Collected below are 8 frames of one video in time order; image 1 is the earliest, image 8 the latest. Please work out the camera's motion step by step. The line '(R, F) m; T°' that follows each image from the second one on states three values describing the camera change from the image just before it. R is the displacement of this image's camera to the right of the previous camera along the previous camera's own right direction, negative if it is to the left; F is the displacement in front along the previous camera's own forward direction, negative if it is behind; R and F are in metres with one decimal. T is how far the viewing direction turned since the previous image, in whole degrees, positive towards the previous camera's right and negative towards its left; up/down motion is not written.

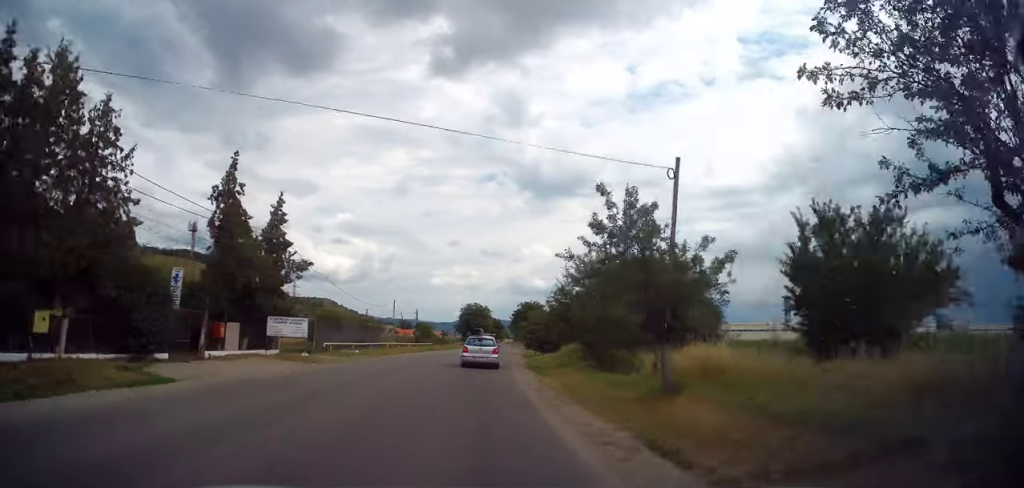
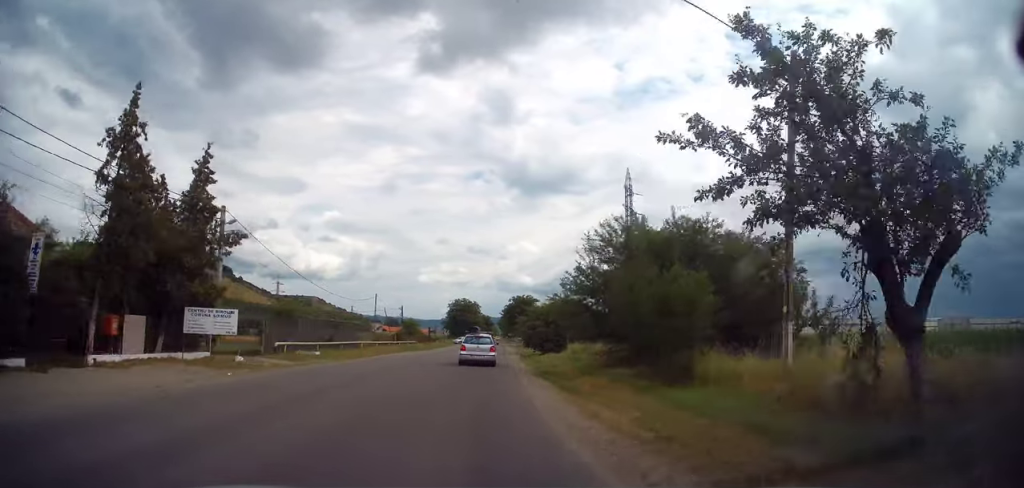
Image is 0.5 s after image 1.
(+0.3, +7.1) m; +1°
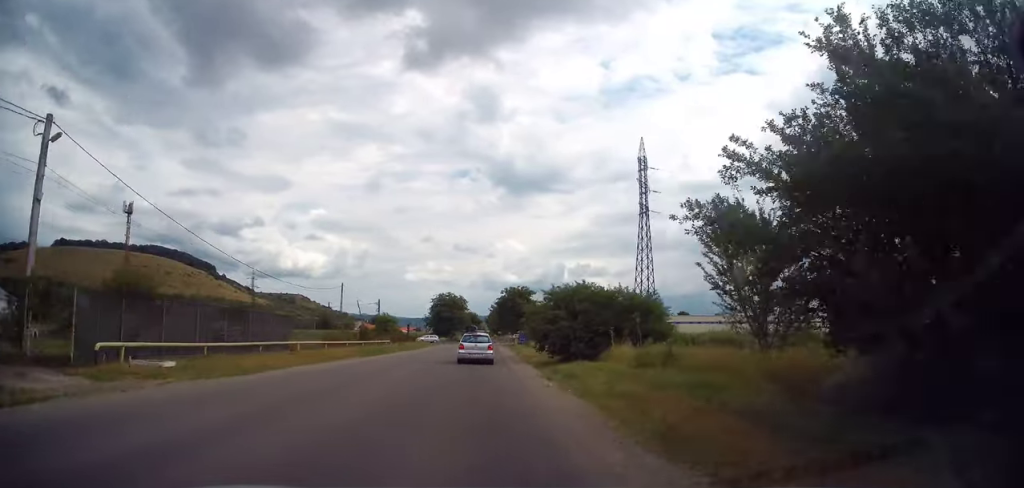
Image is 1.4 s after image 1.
(+0.3, +13.8) m; +1°
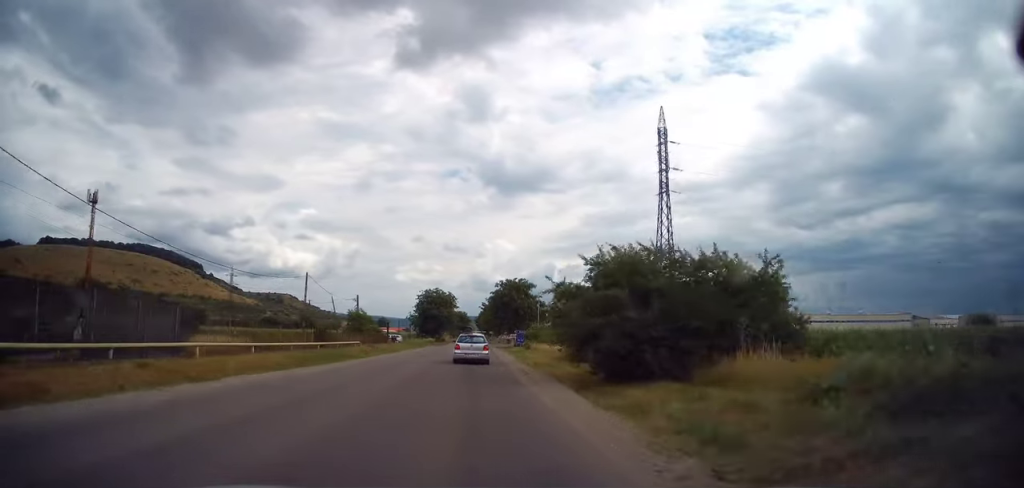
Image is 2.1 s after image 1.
(0.0, +11.3) m; 0°
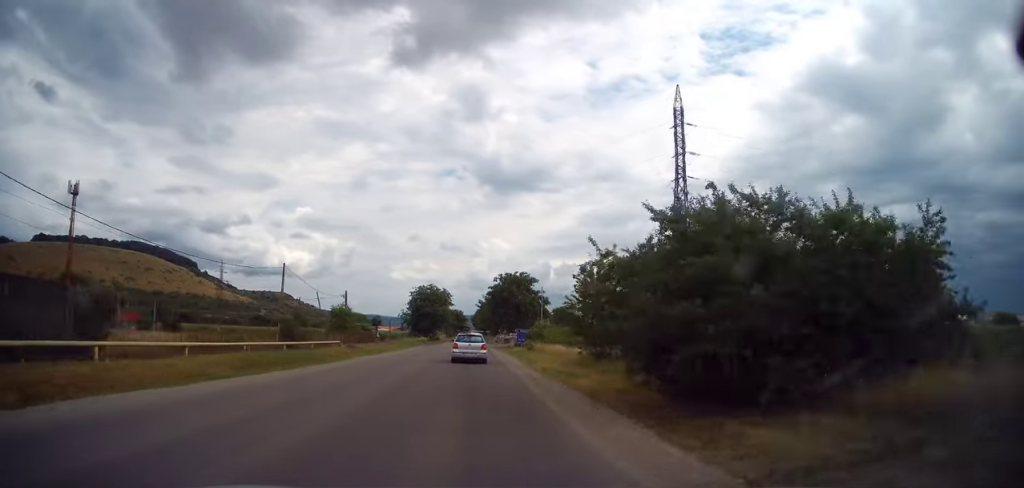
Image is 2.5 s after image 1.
(0.0, +6.1) m; 0°
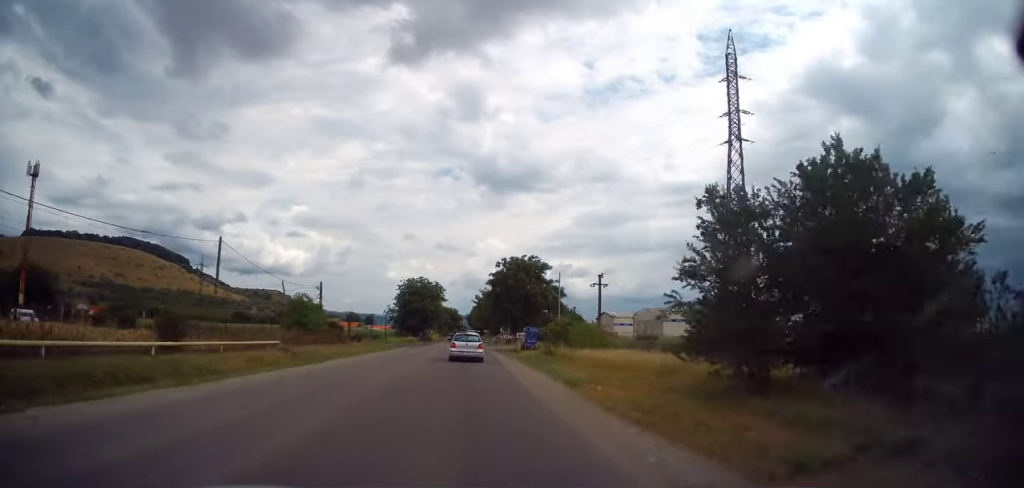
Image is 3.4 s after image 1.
(0.0, +13.0) m; +1°
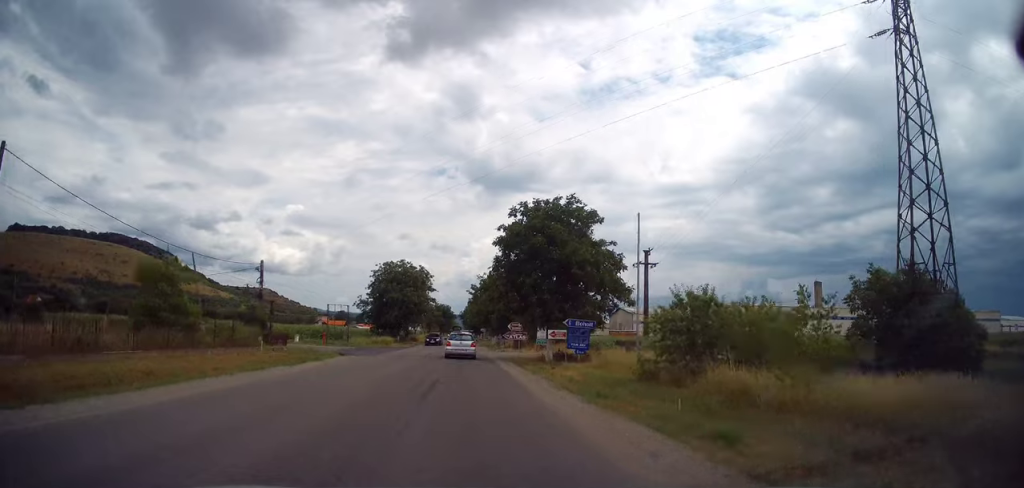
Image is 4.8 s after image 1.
(+0.6, +20.7) m; +1°
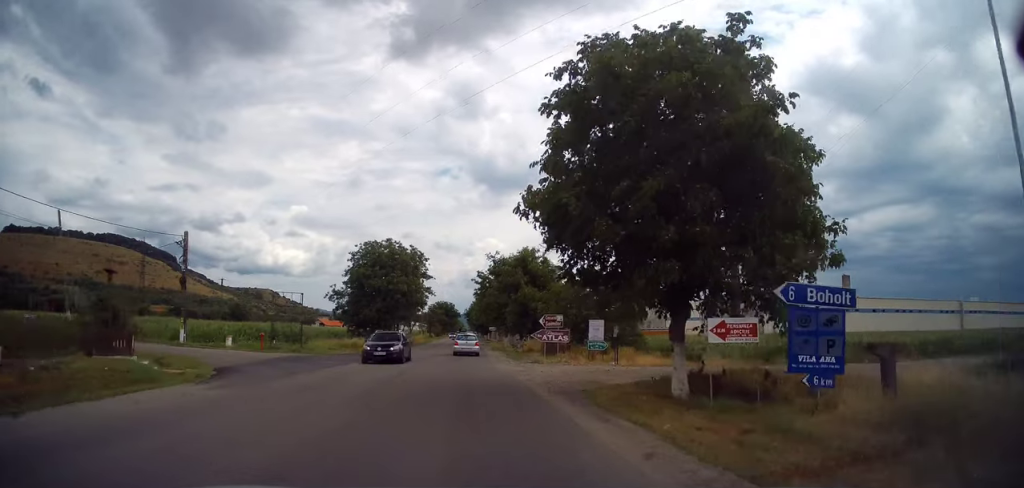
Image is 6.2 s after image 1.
(-0.4, +16.7) m; -1°
